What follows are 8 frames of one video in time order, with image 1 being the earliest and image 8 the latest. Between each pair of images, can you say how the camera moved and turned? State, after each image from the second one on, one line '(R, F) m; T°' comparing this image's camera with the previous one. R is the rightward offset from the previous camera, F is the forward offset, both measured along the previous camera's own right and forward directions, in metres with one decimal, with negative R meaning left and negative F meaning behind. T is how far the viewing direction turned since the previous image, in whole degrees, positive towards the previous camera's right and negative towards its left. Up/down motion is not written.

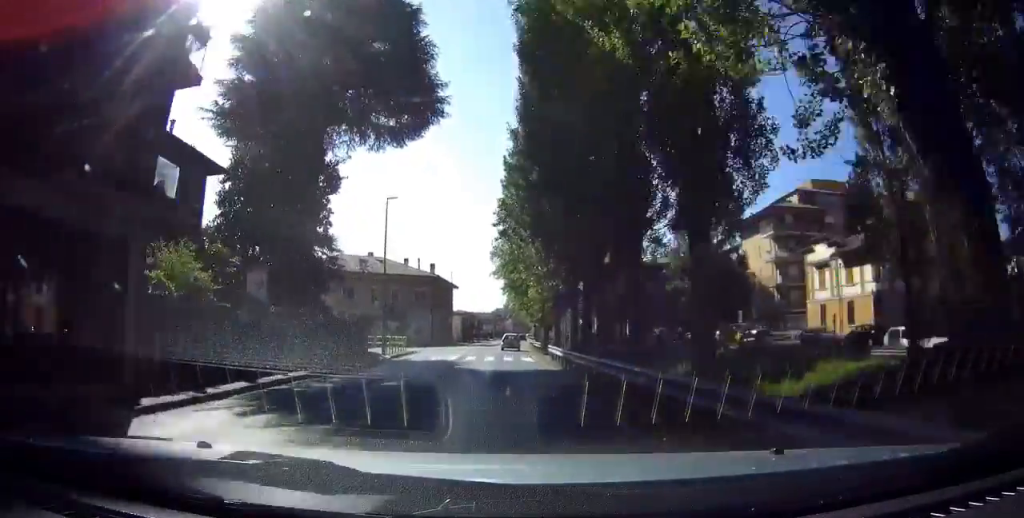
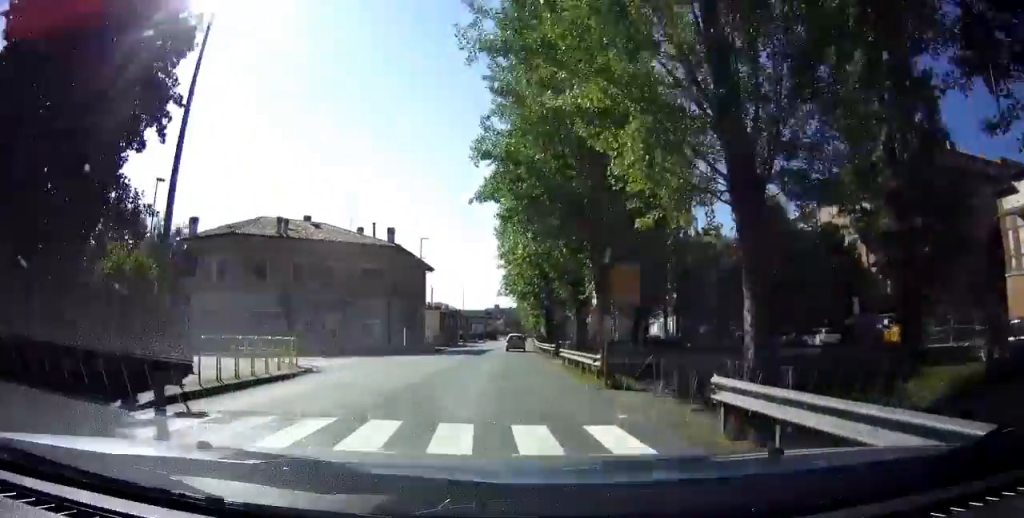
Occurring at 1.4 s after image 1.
(+0.7, +21.3) m; +4°
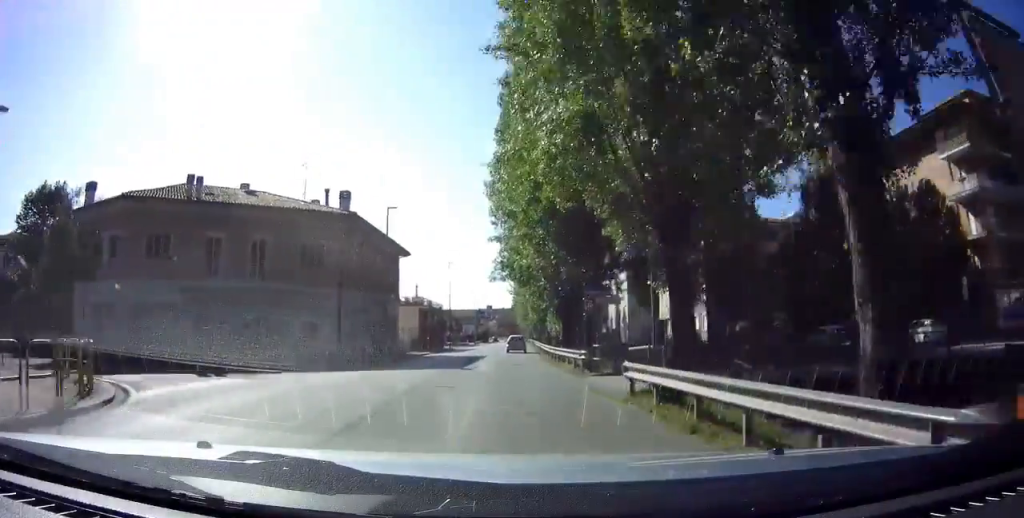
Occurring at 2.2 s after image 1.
(+0.1, +11.6) m; +1°
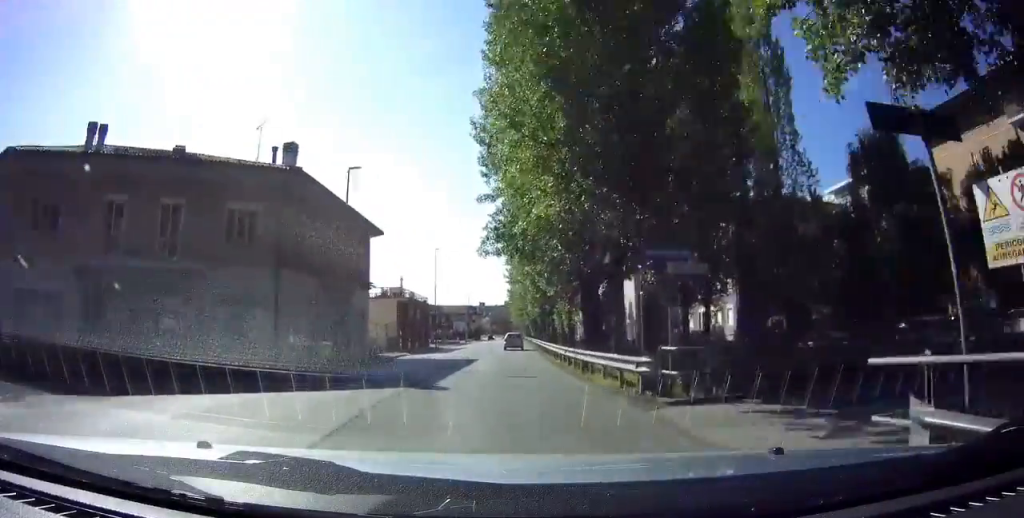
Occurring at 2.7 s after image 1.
(0.0, +8.5) m; 0°
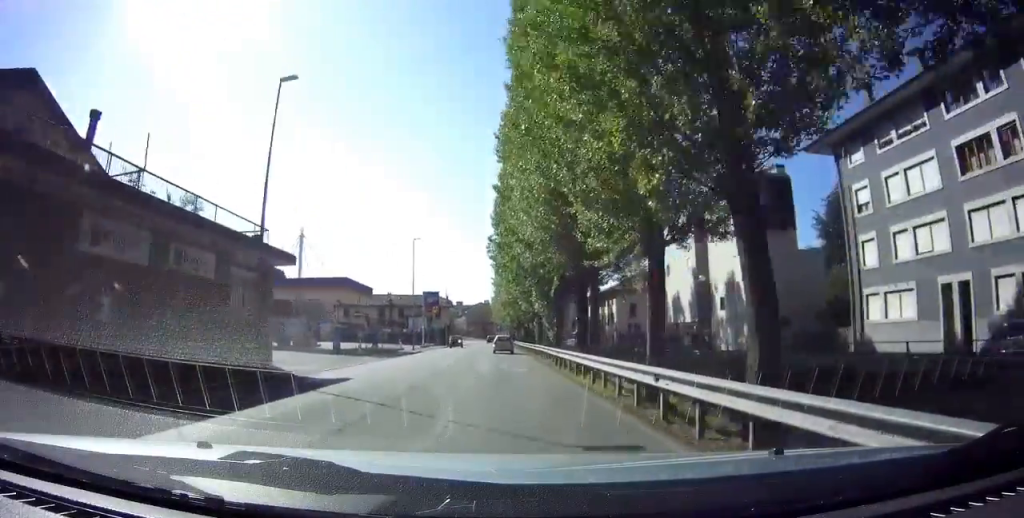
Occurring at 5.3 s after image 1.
(+0.3, +37.6) m; +1°
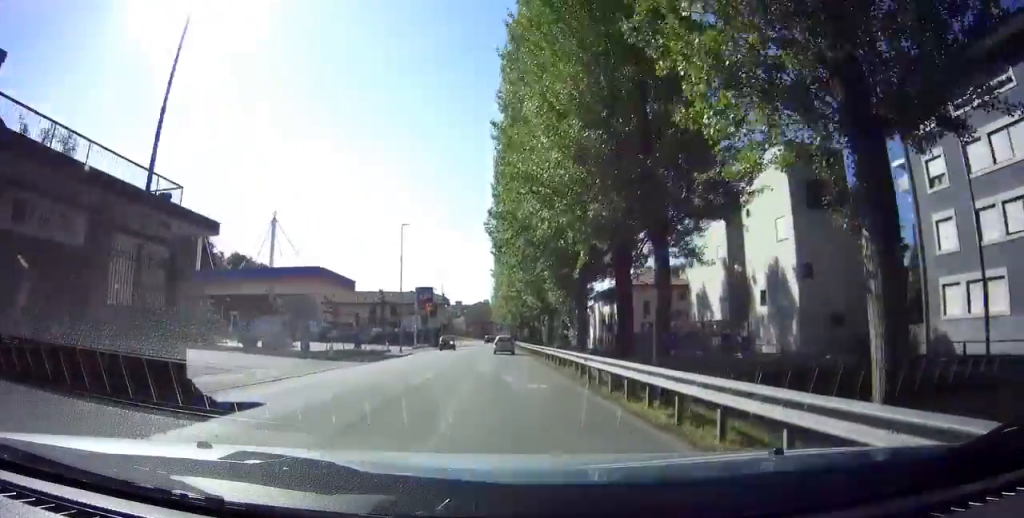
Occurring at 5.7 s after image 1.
(0.0, +6.9) m; 0°
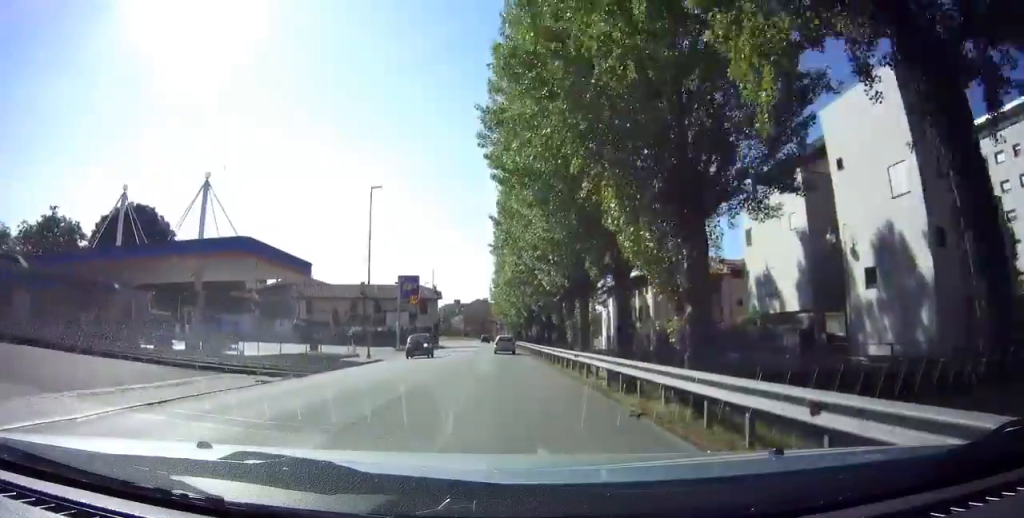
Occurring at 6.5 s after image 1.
(+0.1, +10.7) m; 0°
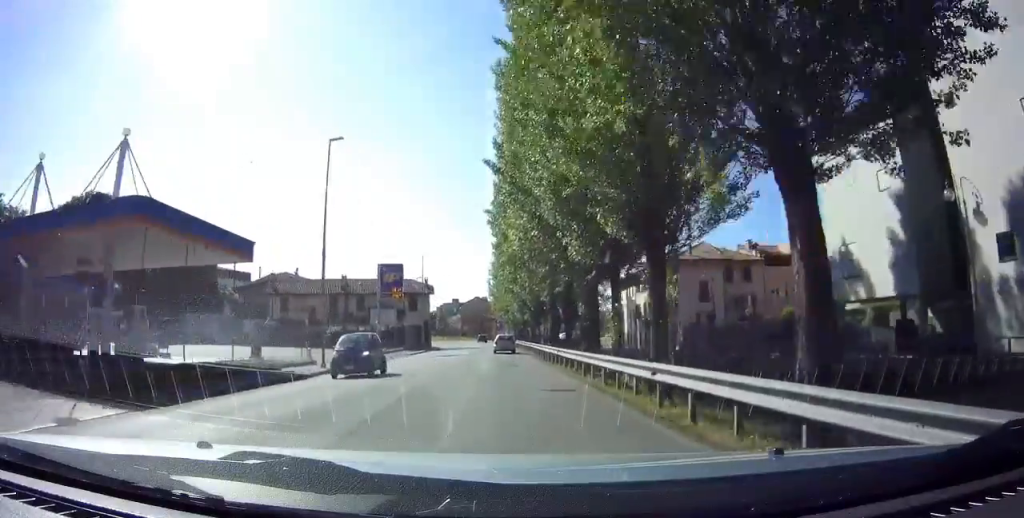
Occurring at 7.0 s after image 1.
(0.0, +8.2) m; -1°
